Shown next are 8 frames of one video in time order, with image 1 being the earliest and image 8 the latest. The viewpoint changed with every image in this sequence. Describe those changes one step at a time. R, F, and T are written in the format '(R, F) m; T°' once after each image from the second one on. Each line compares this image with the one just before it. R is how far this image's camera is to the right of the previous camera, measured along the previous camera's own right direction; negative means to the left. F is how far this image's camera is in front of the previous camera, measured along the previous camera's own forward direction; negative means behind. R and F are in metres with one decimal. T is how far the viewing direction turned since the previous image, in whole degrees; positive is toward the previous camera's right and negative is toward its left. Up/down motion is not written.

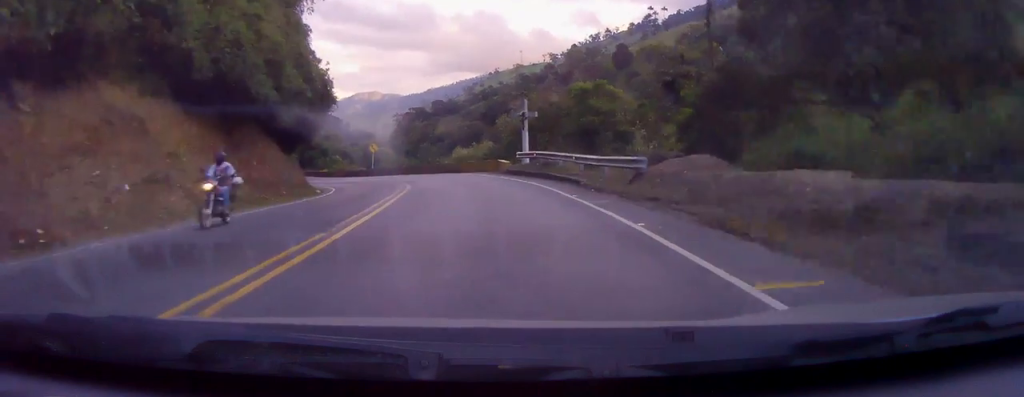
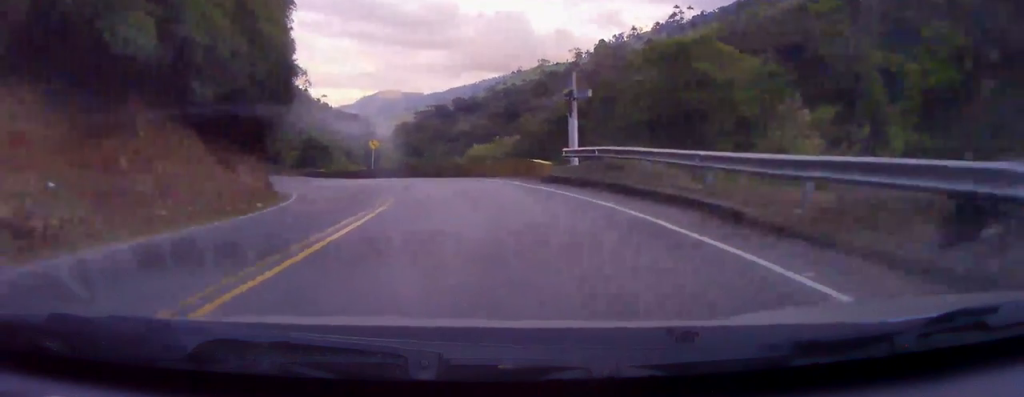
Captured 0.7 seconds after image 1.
(-0.1, +12.4) m; -3°
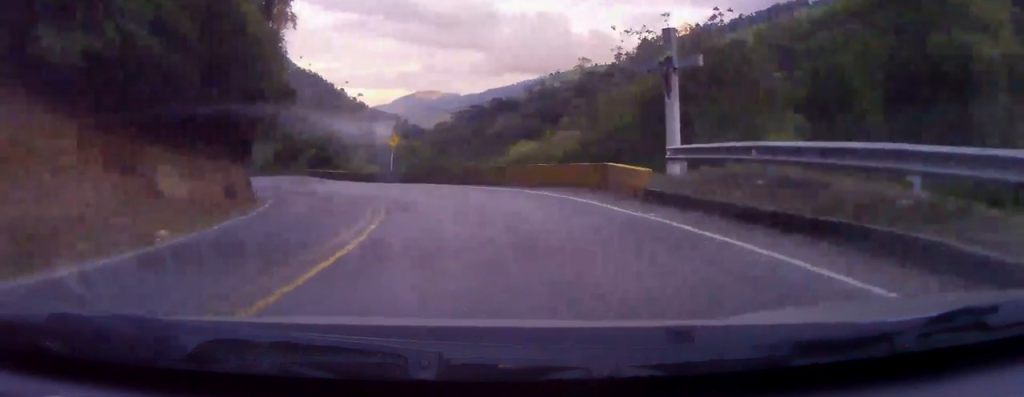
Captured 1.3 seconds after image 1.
(0.0, +9.9) m; -4°
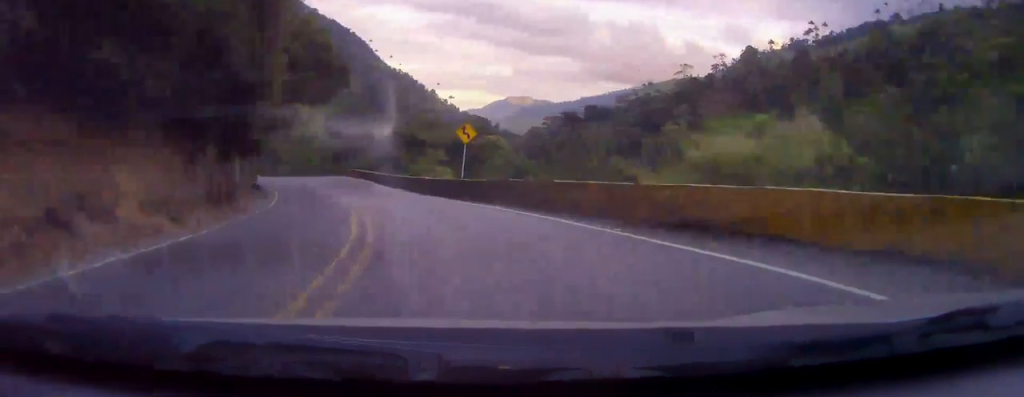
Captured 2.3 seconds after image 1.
(-1.2, +14.9) m; -8°
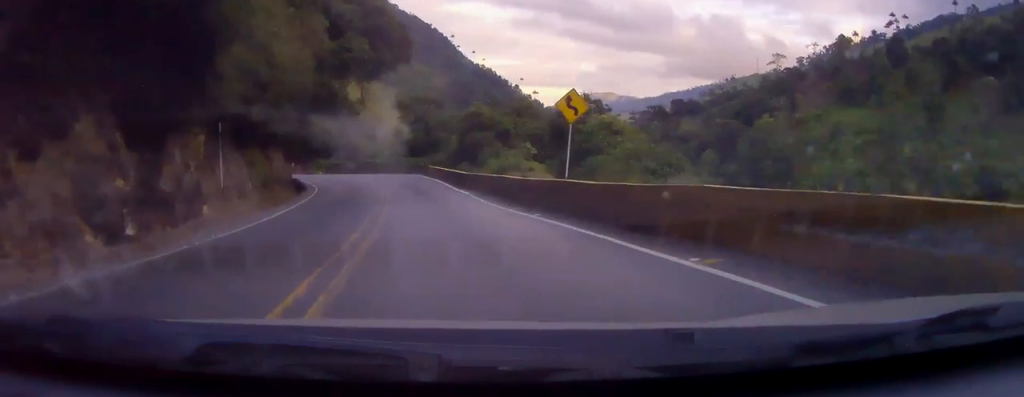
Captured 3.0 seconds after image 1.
(-0.4, +11.2) m; -6°
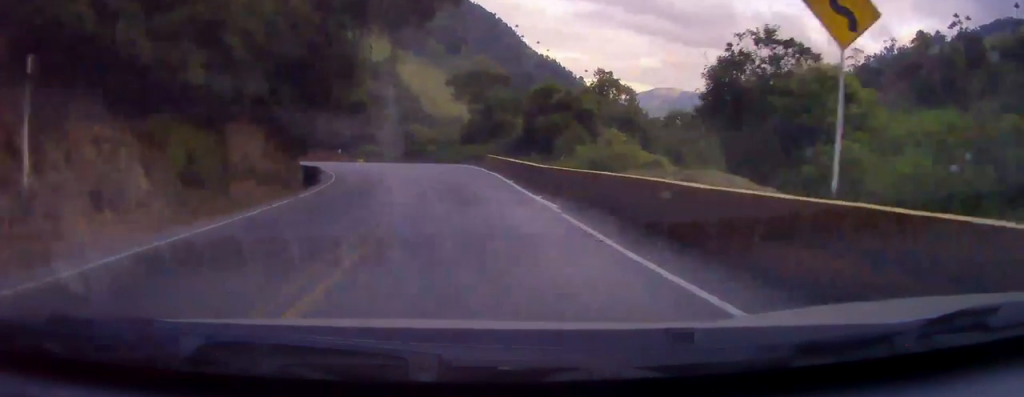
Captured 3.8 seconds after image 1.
(-1.0, +12.5) m; -7°
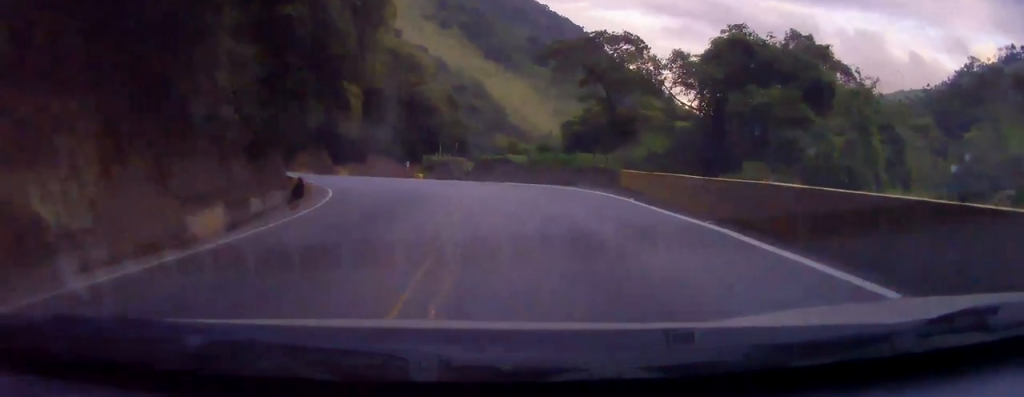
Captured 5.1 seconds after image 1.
(-1.8, +21.6) m; -8°
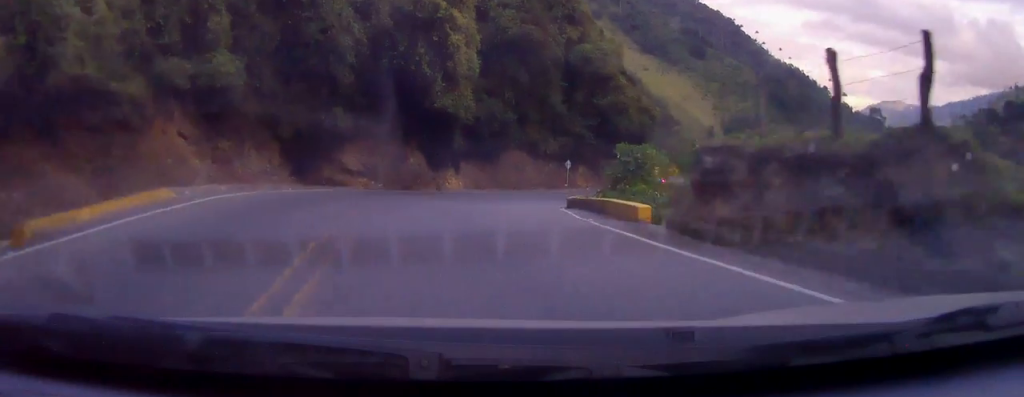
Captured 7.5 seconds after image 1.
(-2.8, +39.4) m; -6°
